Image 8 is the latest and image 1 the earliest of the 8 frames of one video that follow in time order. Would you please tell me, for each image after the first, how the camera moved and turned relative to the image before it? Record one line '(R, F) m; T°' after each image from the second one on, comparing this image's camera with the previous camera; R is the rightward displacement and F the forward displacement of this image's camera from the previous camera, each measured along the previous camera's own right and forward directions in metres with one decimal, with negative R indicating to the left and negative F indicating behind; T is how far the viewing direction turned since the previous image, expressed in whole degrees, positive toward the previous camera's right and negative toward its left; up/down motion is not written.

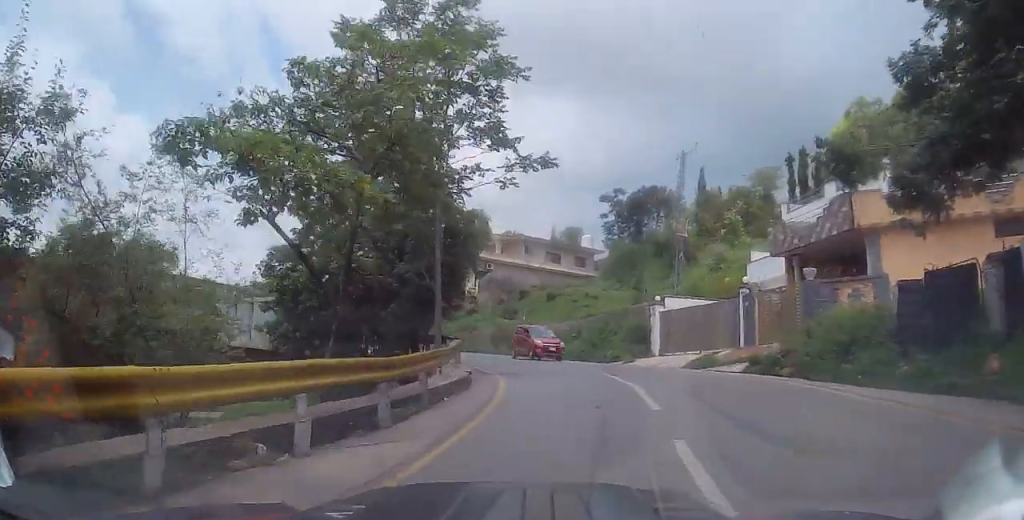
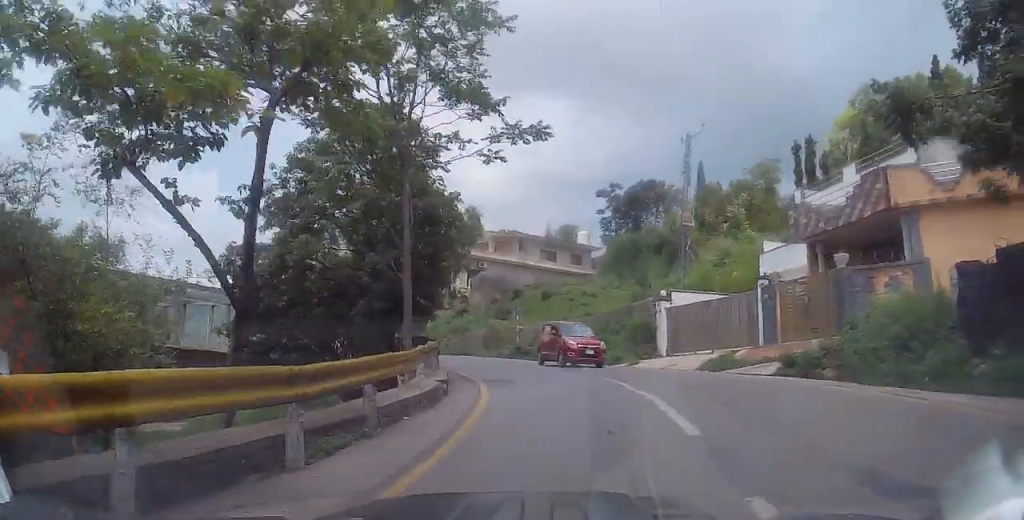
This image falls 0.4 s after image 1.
(0.0, +2.9) m; 0°
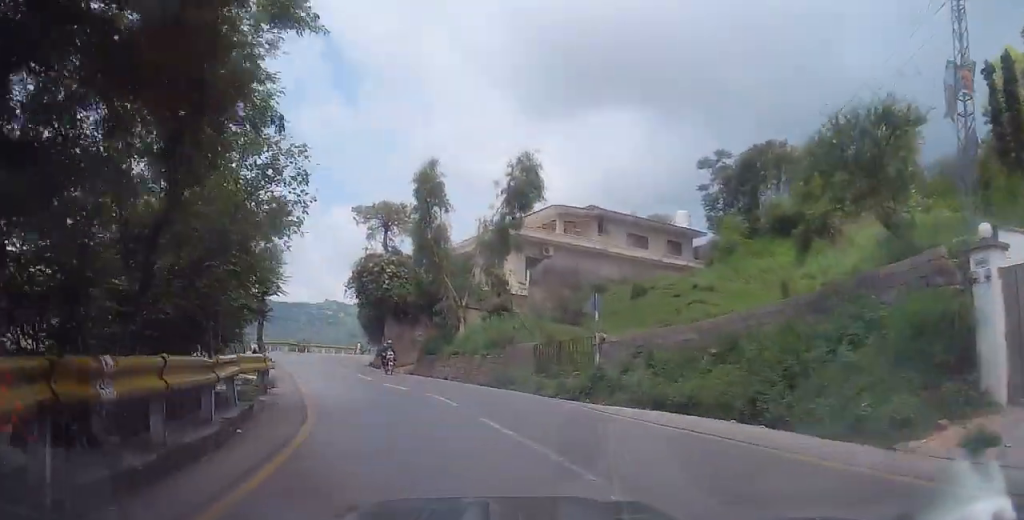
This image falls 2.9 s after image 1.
(-0.3, +18.5) m; -7°
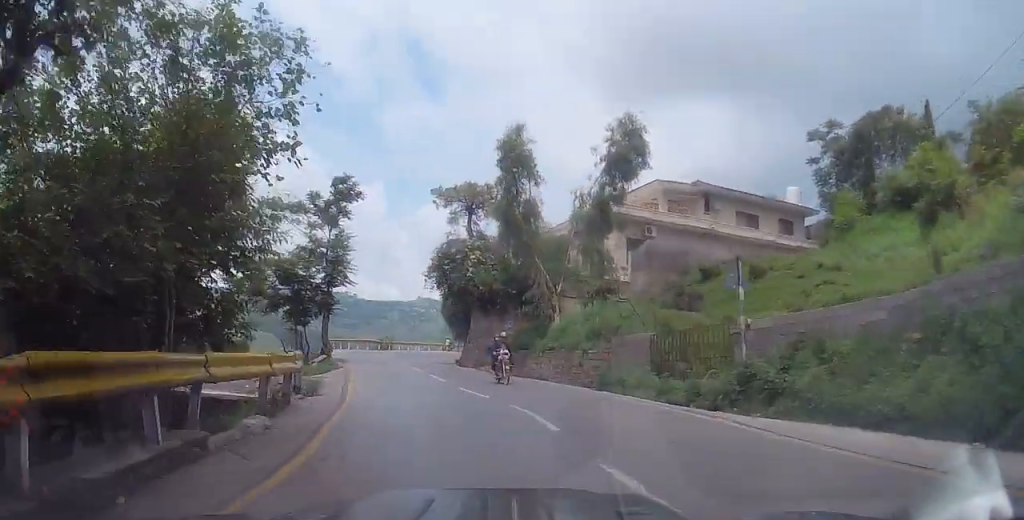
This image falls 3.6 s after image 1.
(-0.1, +4.9) m; -8°
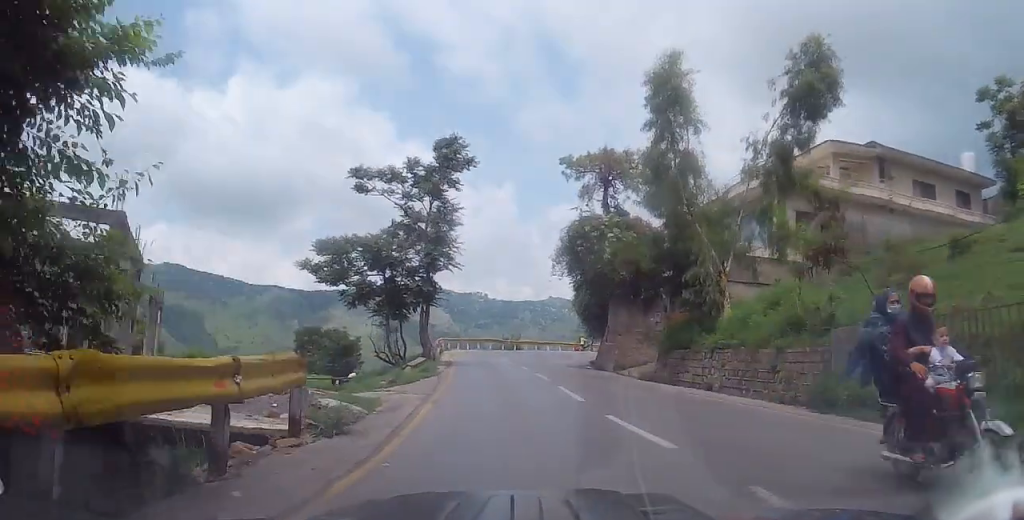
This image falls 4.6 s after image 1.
(-1.1, +7.4) m; -12°
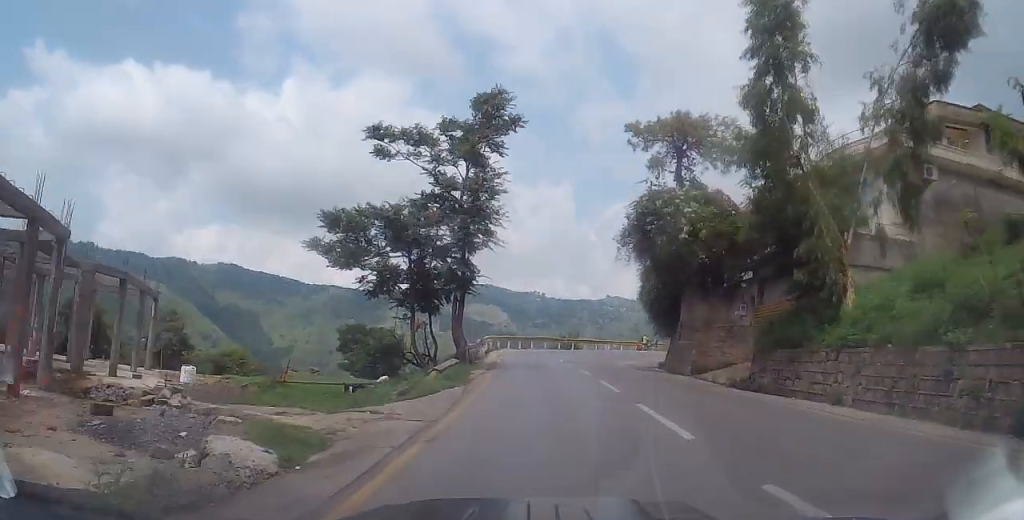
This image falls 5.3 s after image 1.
(-0.2, +5.6) m; -4°
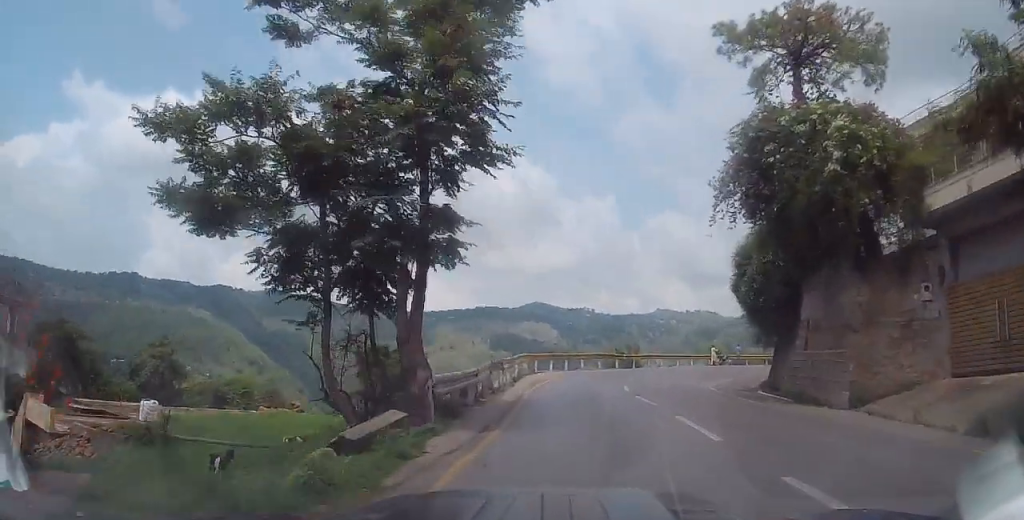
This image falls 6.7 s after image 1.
(-0.4, +11.6) m; 0°
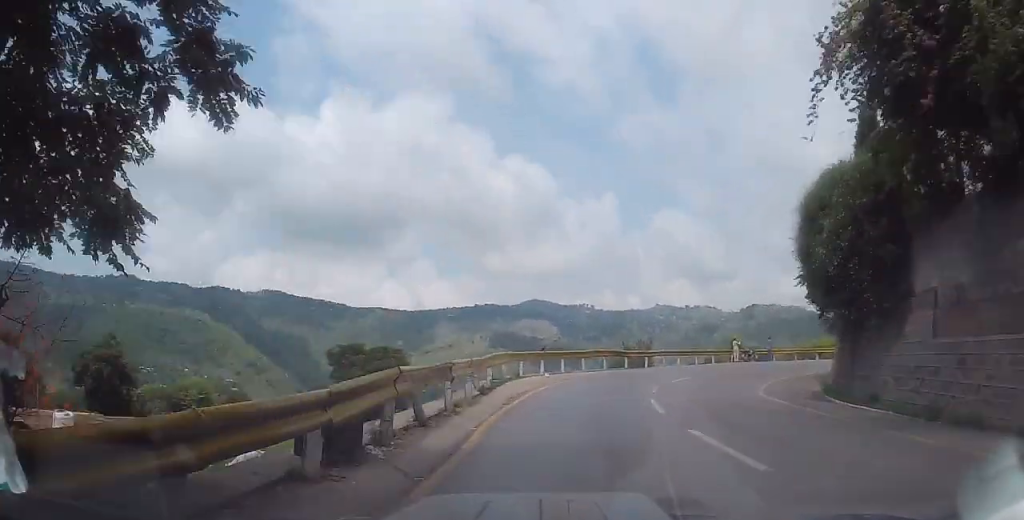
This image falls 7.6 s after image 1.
(+0.2, +8.3) m; +1°
